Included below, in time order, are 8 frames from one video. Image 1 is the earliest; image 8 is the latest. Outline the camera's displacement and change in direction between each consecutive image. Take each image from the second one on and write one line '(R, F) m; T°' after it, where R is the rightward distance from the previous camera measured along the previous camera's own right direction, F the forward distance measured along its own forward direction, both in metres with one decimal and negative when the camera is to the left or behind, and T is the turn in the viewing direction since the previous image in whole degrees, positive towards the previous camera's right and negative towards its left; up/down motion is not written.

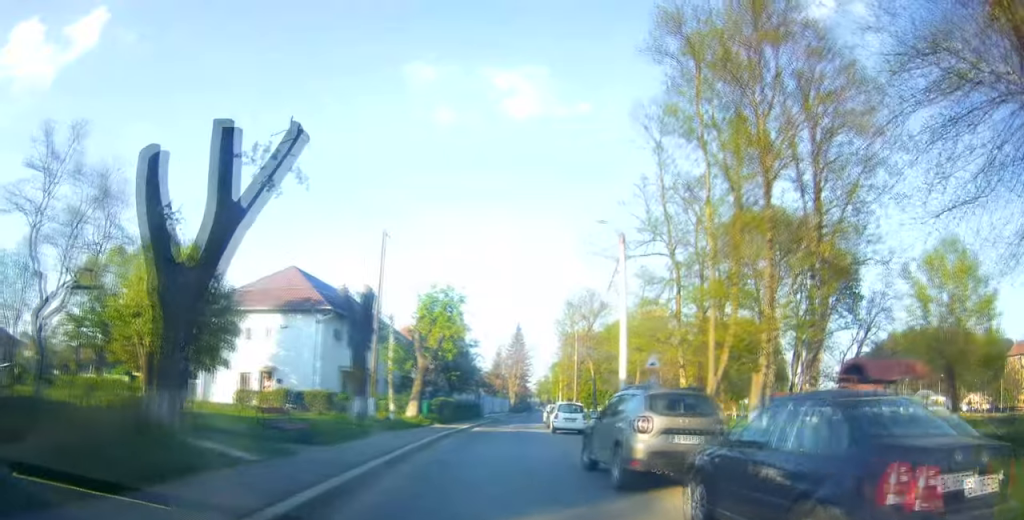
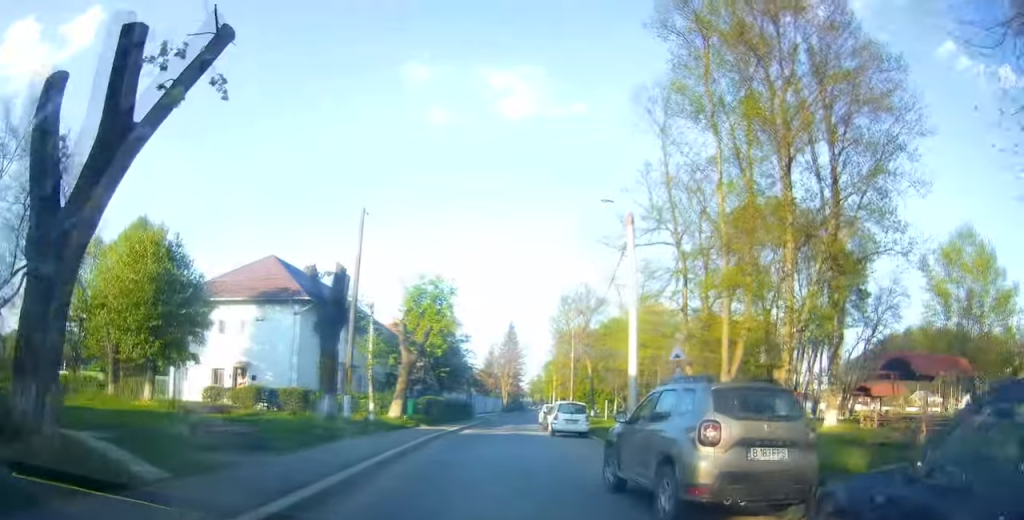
(0.0, +3.2) m; 0°
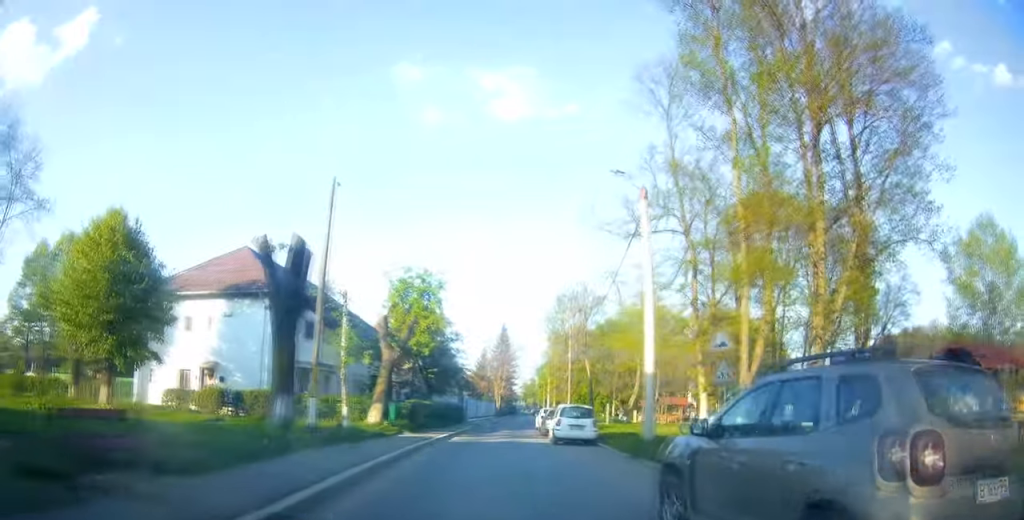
(0.0, +3.5) m; 0°
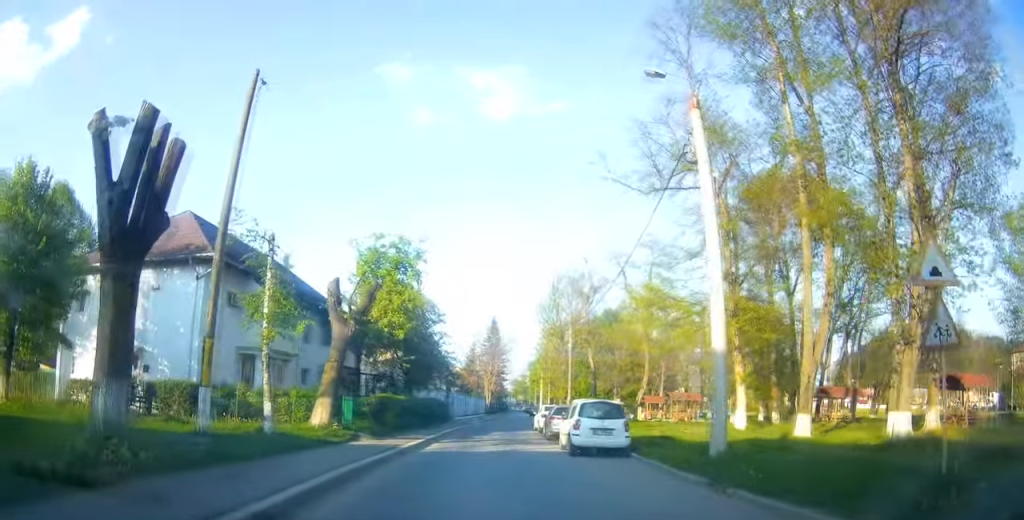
(0.0, +6.9) m; 0°
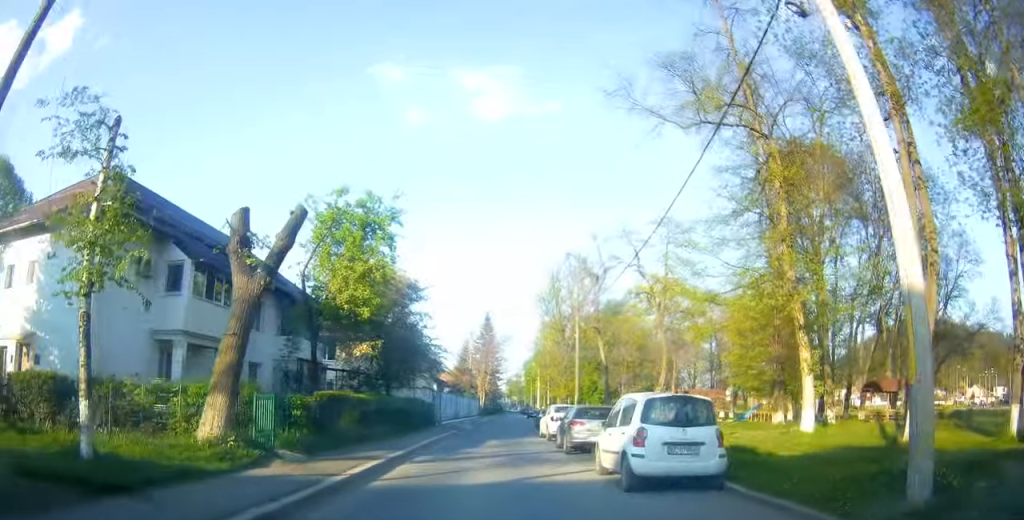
(0.0, +7.1) m; +8°
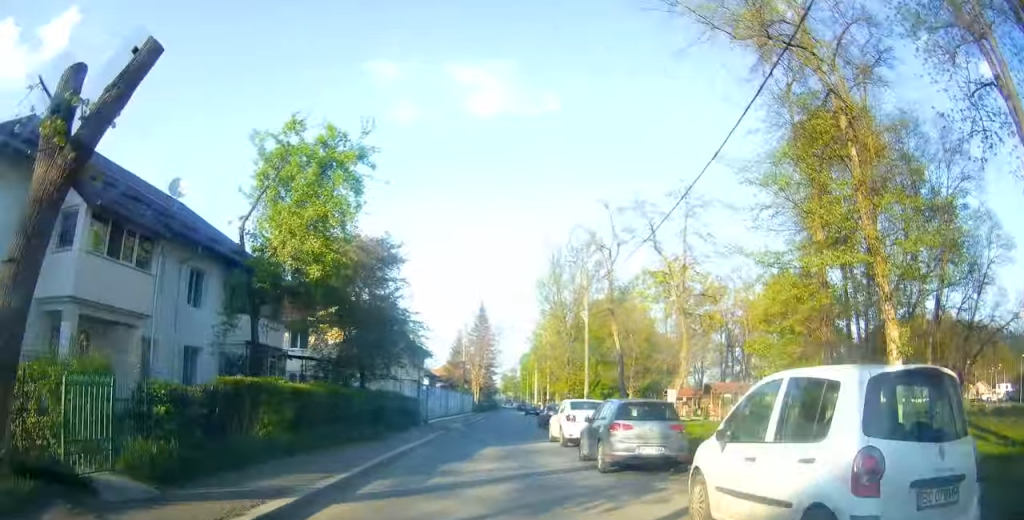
(+0.8, +5.9) m; +2°
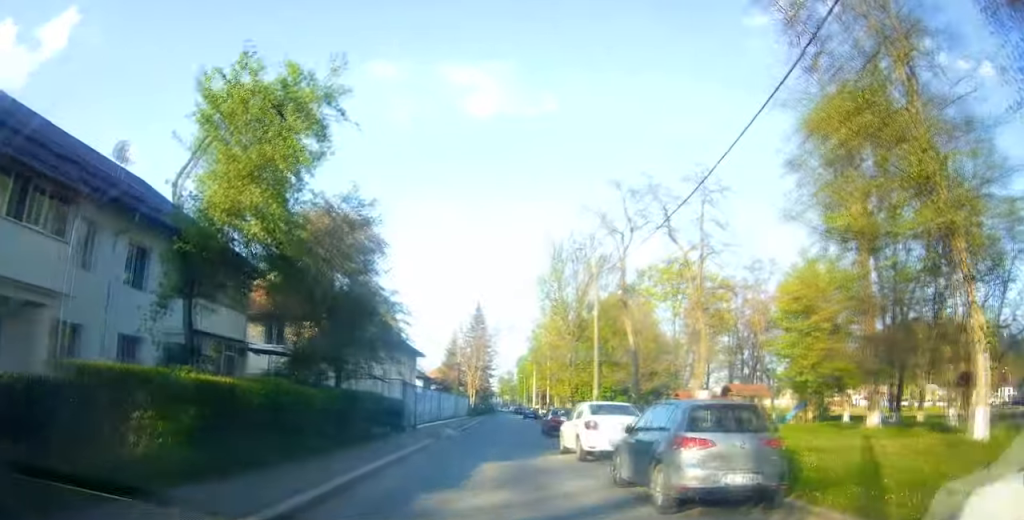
(+0.1, +3.8) m; -1°
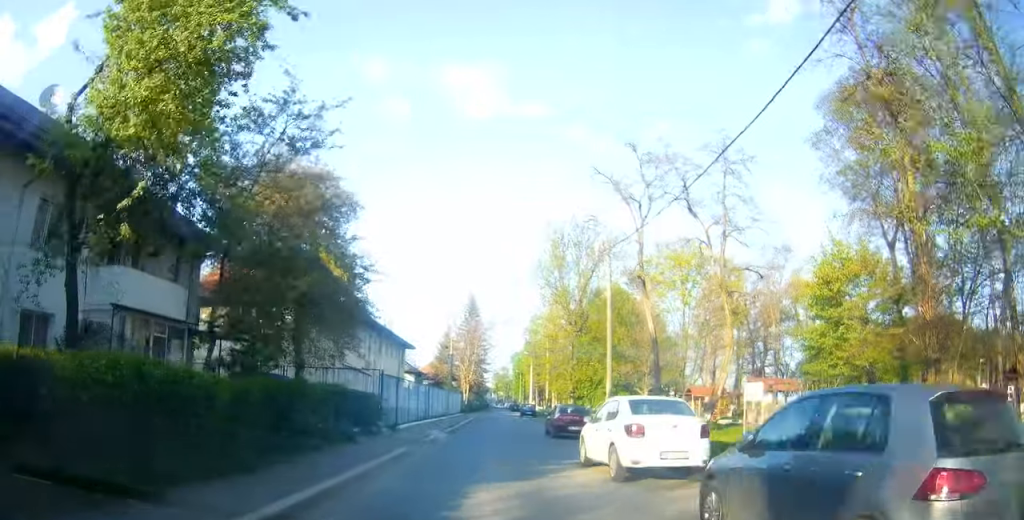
(-0.4, +4.7) m; -4°
